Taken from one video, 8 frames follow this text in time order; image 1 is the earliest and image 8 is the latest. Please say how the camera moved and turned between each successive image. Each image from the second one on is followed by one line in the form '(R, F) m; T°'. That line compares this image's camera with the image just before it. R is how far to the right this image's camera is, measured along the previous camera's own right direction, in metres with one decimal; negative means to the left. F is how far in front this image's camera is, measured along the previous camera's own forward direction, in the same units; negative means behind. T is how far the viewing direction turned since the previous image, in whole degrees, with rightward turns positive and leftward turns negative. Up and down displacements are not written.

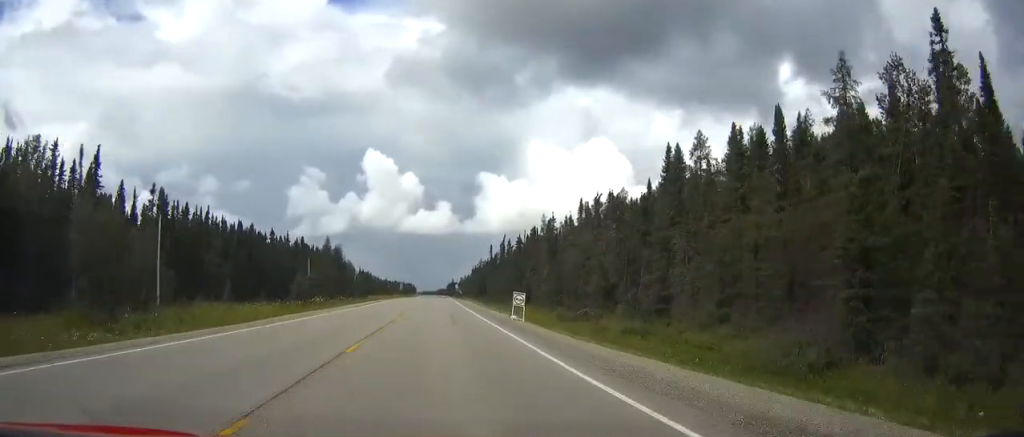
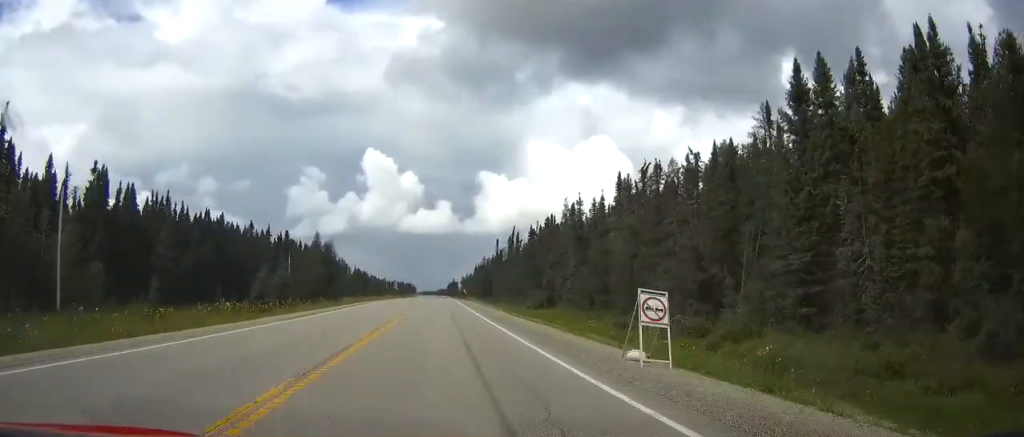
(-0.1, +21.4) m; 0°
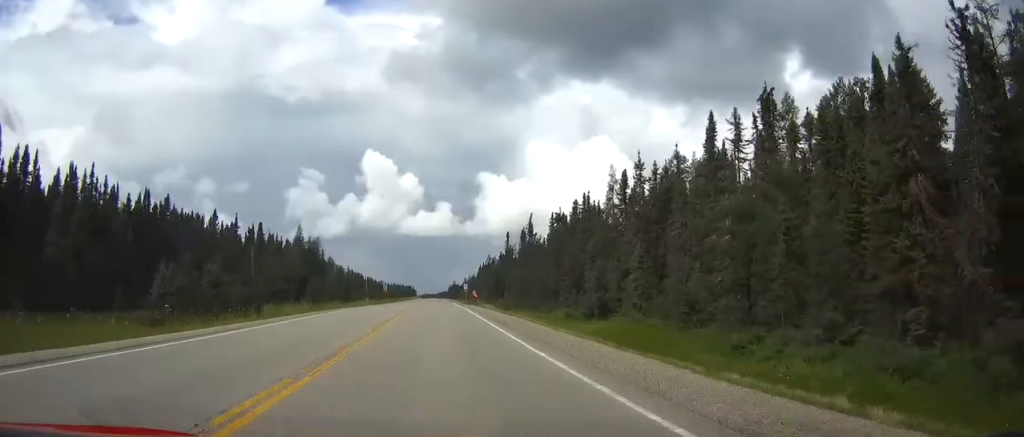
(0.0, +27.7) m; 0°
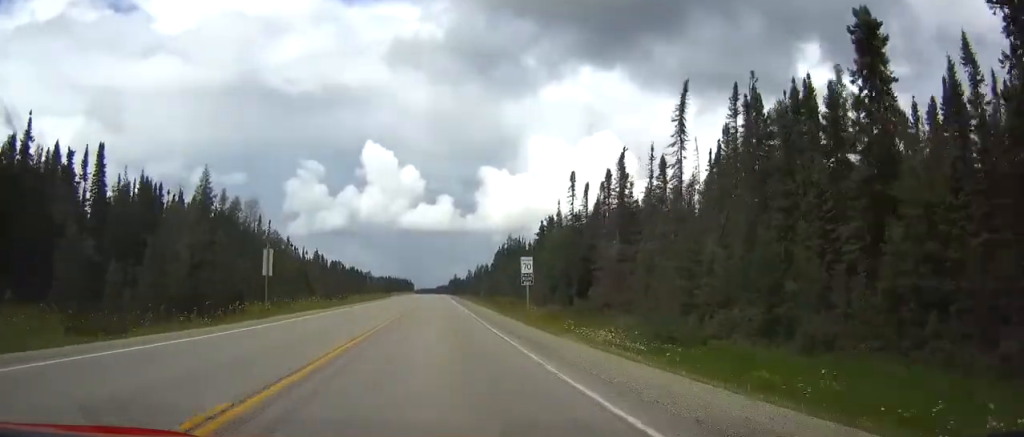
(-0.1, +79.4) m; 0°
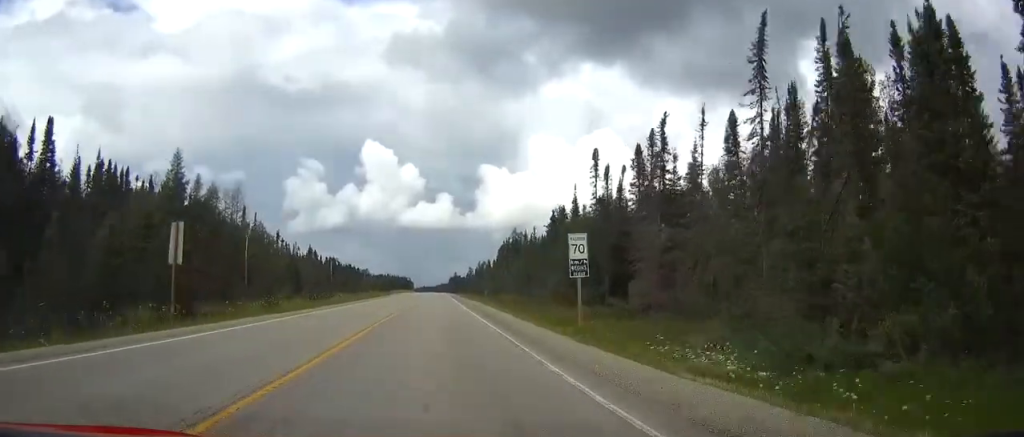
(0.0, +13.2) m; 0°
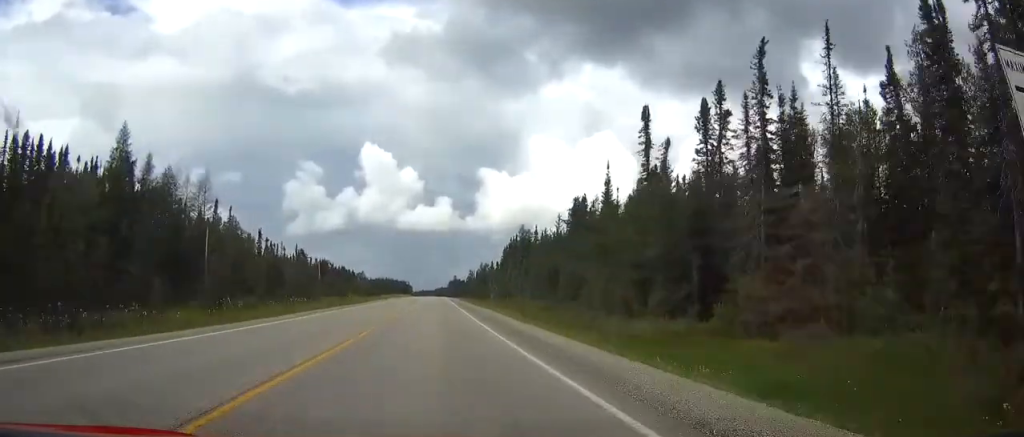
(0.0, +19.2) m; 0°
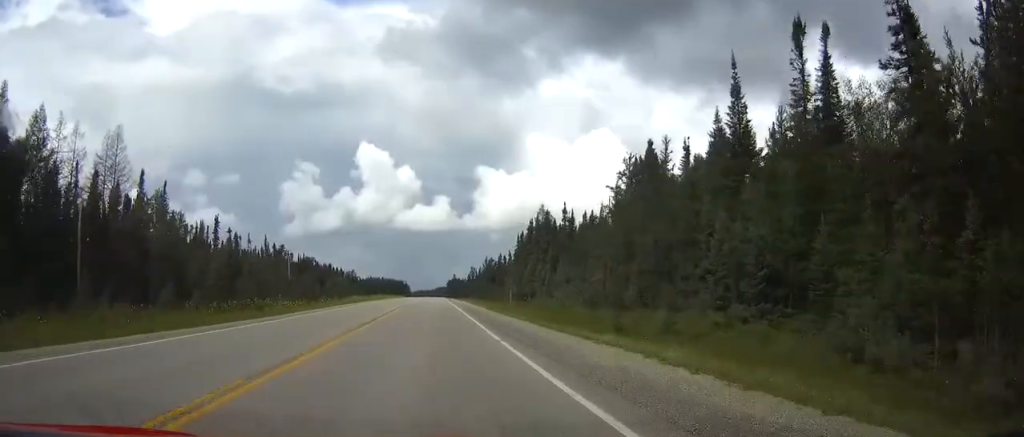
(0.0, +35.1) m; 0°
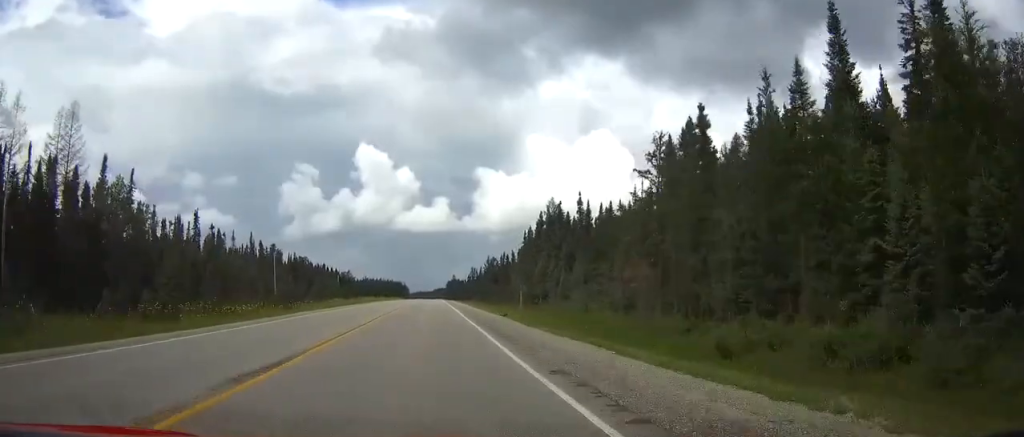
(0.0, +12.7) m; 0°
